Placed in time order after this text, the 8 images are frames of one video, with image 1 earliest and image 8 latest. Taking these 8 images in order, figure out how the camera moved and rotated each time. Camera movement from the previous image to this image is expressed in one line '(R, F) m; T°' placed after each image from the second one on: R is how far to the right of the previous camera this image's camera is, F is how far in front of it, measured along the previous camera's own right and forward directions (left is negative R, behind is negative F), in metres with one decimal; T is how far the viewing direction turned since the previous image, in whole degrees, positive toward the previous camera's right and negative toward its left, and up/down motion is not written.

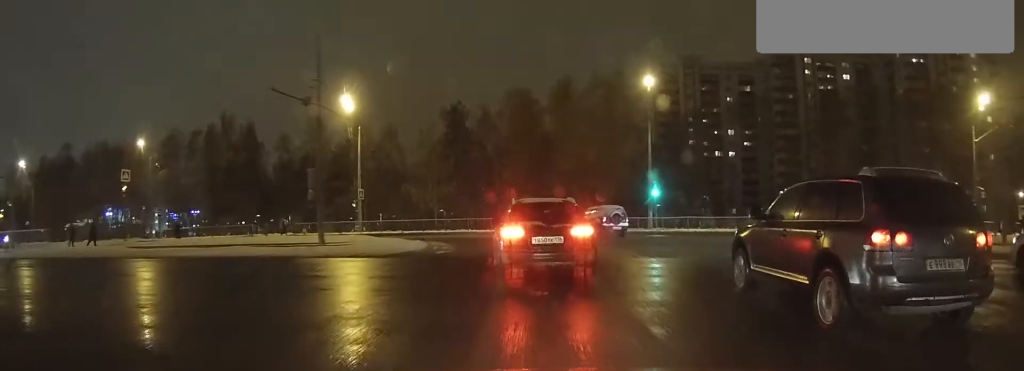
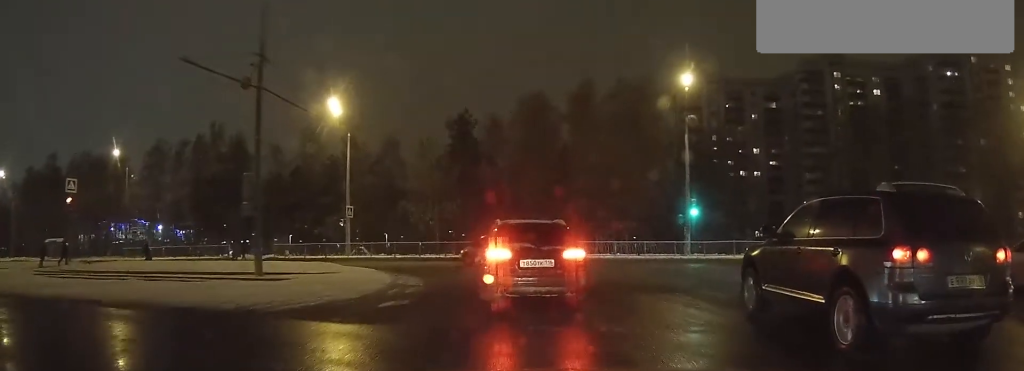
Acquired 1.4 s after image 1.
(-0.4, +7.8) m; -1°
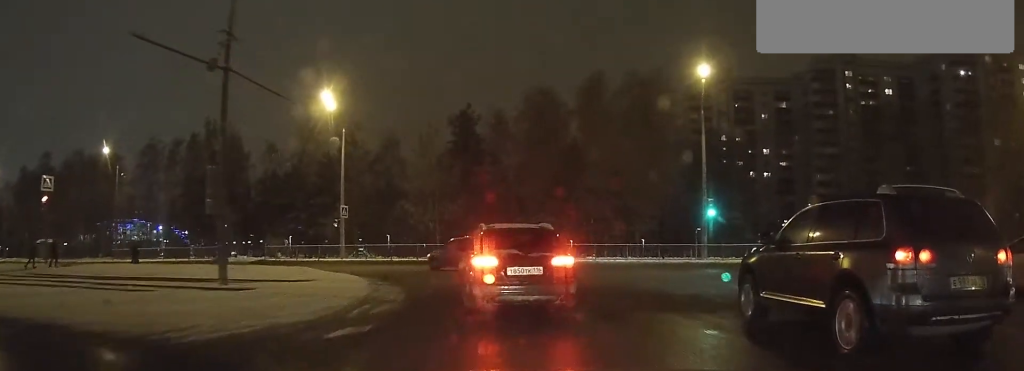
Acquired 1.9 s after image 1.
(0.0, +3.1) m; +1°
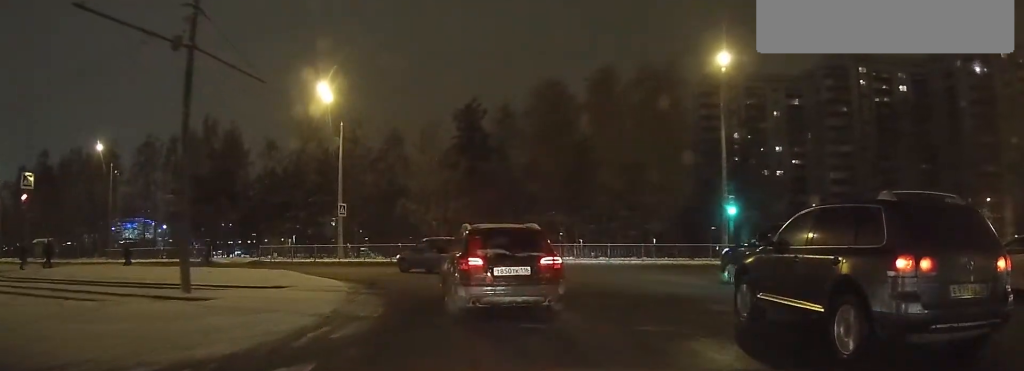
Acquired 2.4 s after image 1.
(+0.2, +2.8) m; -1°
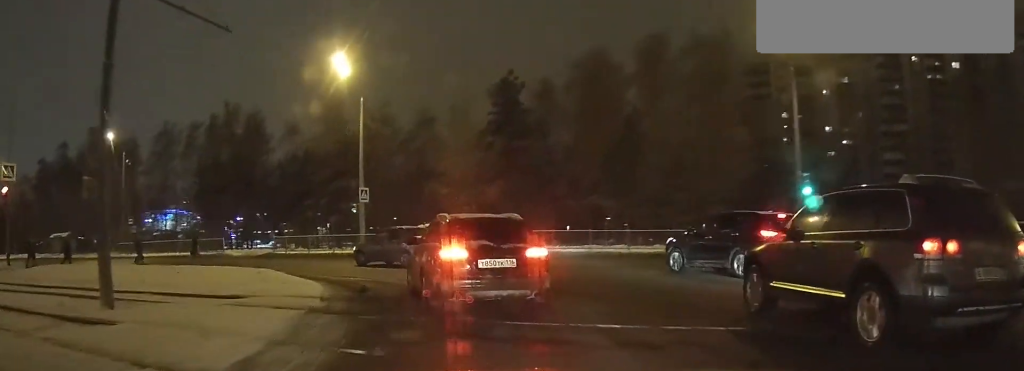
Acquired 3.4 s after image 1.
(-0.2, +5.3) m; -7°
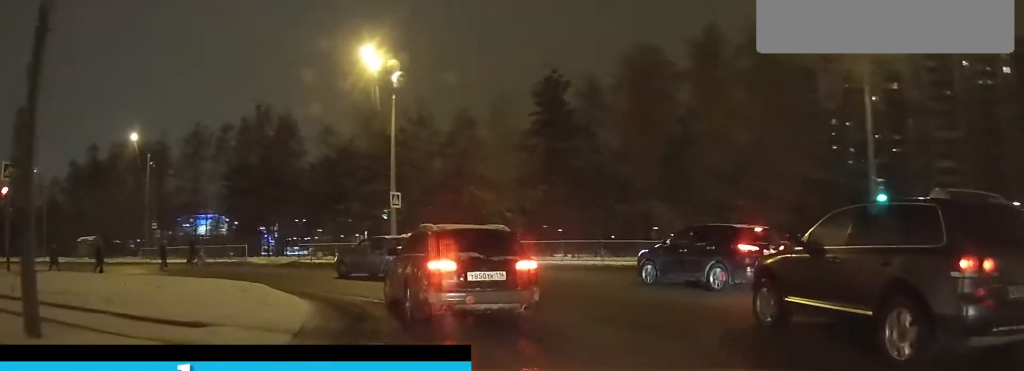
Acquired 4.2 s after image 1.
(-0.2, +3.3) m; -5°
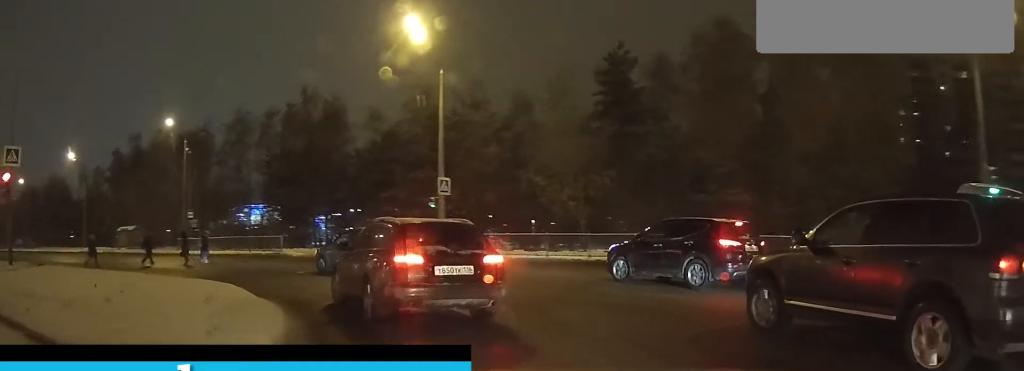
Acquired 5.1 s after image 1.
(-0.2, +3.8) m; -2°
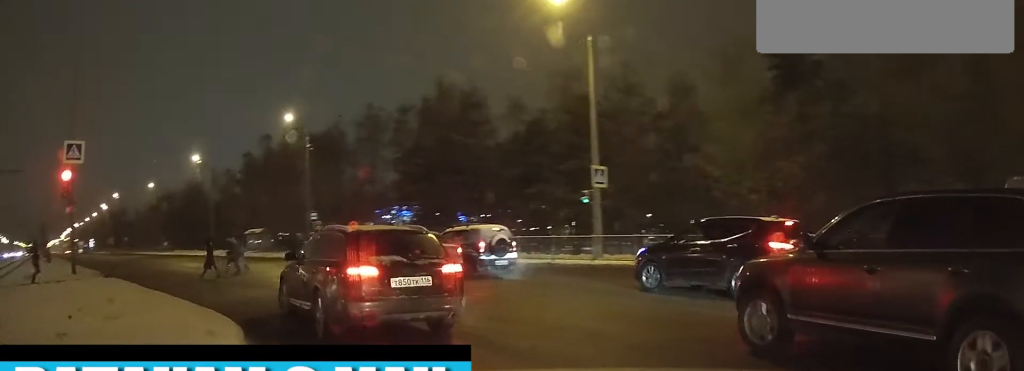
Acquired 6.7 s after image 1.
(+0.1, +4.8) m; 0°
